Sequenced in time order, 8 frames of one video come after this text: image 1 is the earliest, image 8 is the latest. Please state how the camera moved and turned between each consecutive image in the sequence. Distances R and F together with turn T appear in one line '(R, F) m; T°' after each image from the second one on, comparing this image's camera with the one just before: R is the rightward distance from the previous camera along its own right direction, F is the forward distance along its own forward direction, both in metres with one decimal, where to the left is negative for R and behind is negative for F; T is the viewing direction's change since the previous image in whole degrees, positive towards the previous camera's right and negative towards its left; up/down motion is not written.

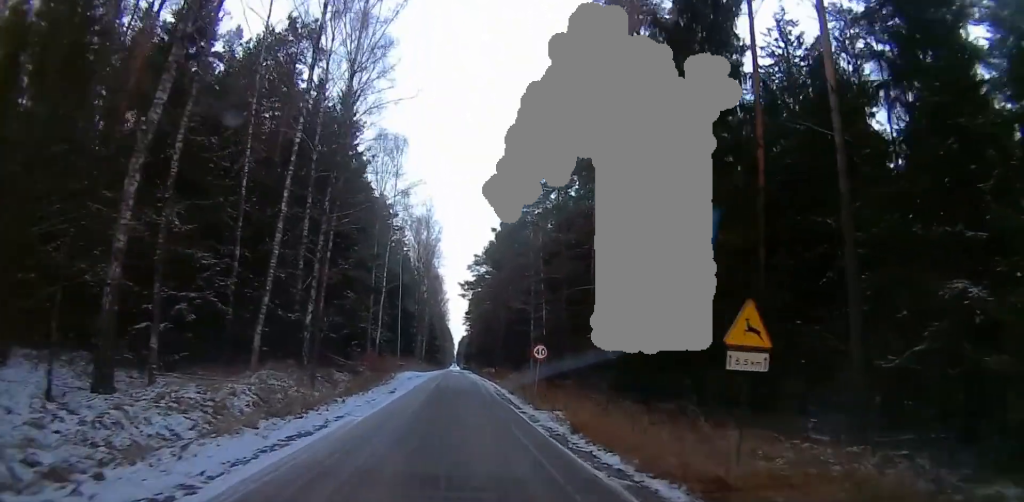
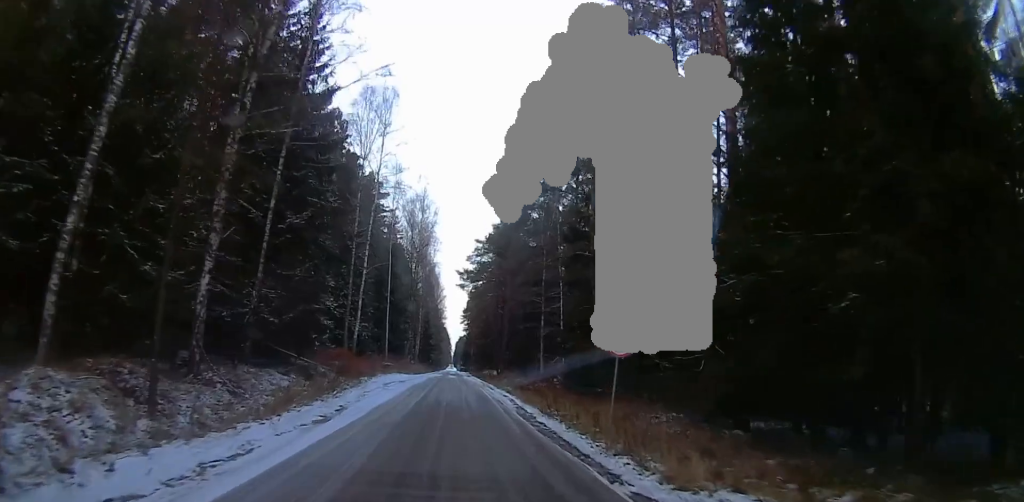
(0.0, +10.5) m; 0°
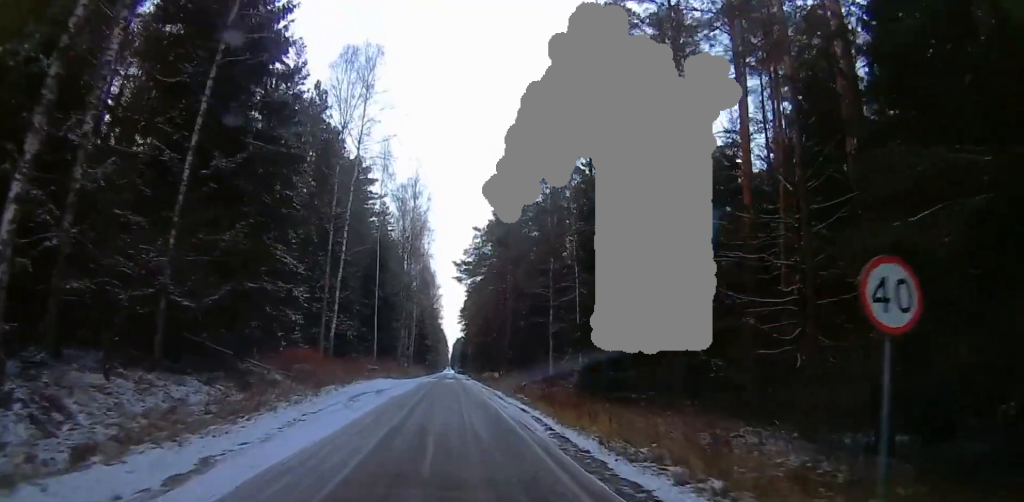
(0.0, +7.4) m; 0°
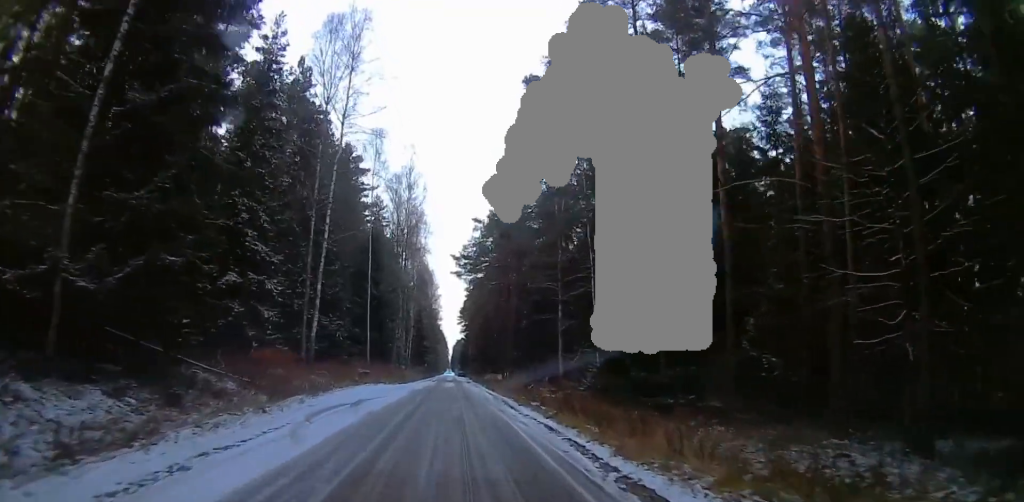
(0.0, +4.7) m; 0°
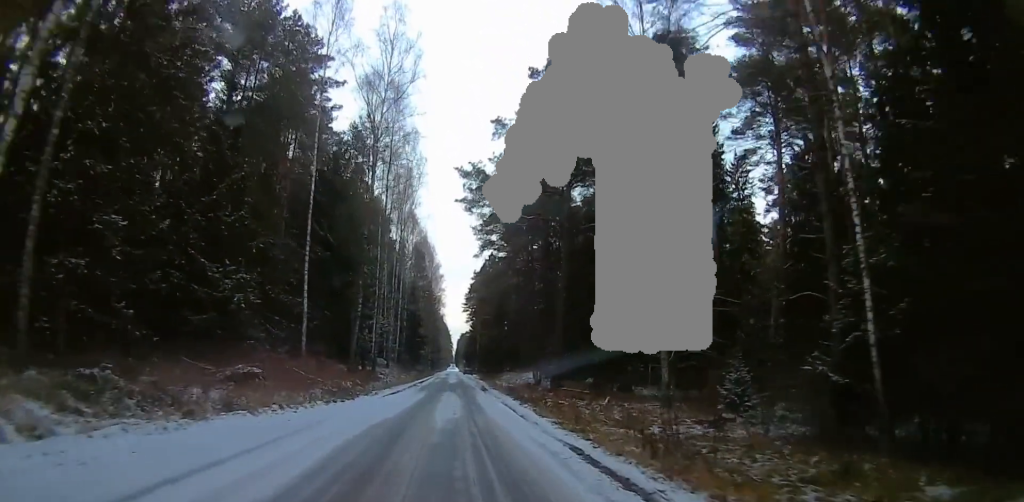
(0.0, +25.3) m; 0°
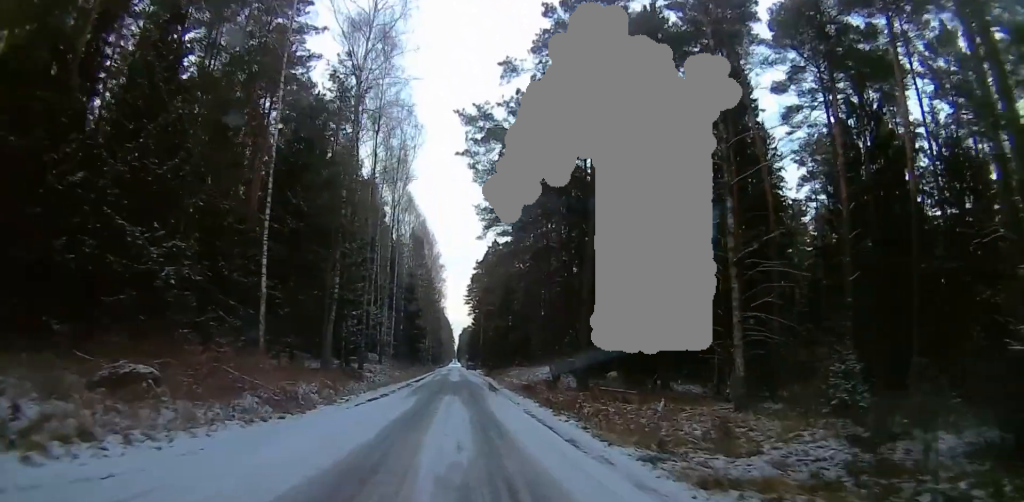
(0.0, +7.7) m; 0°
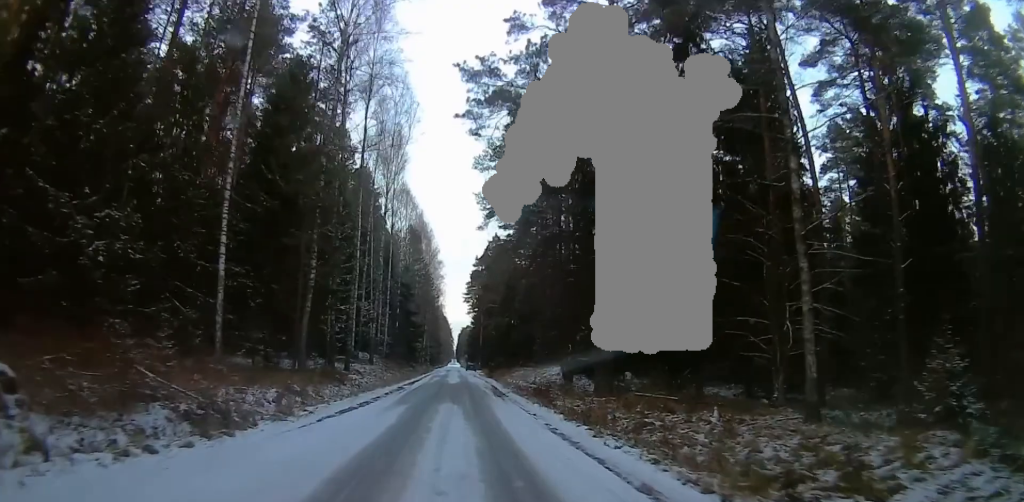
(0.0, +4.8) m; 0°
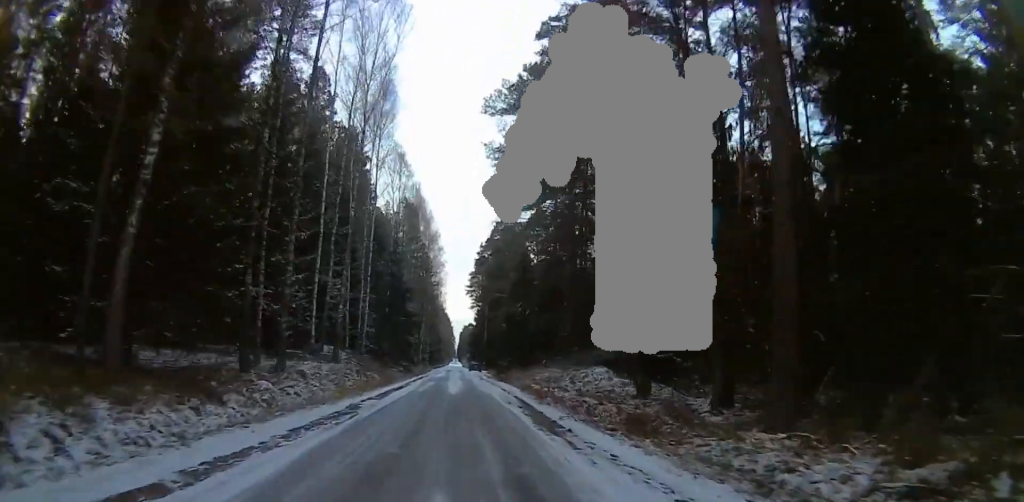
(0.0, +14.1) m; 0°
